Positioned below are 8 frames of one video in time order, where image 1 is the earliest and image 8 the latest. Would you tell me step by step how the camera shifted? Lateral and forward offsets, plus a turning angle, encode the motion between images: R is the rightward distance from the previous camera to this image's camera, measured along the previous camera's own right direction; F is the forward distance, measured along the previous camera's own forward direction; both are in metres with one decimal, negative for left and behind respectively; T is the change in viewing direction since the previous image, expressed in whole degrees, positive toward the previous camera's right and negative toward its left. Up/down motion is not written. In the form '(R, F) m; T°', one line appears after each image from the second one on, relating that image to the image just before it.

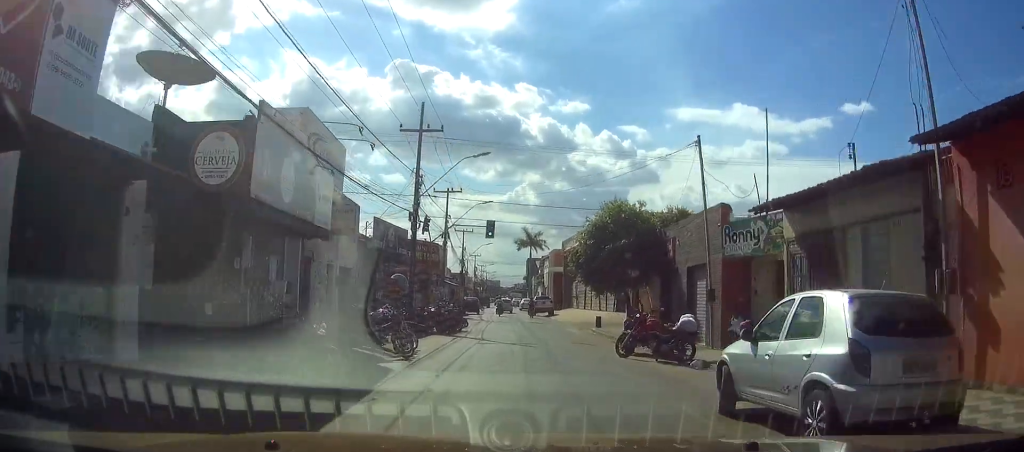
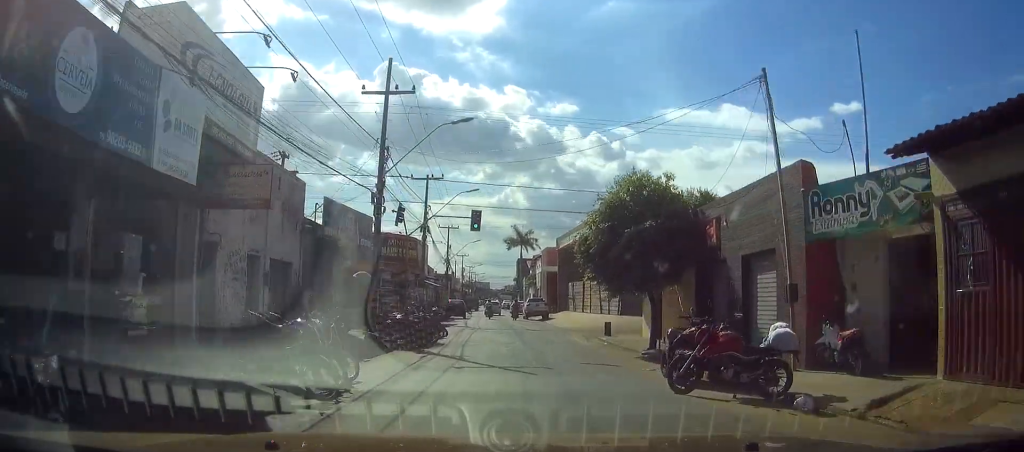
(+0.1, +6.1) m; +1°
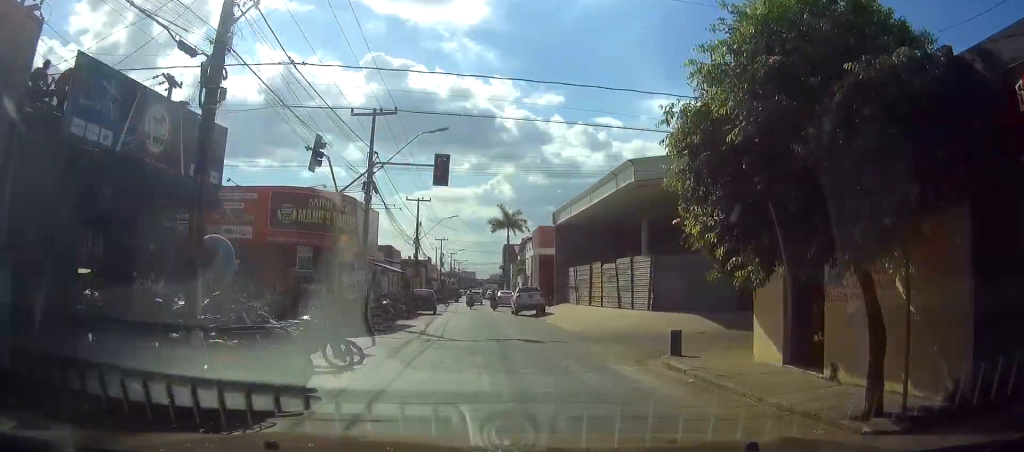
(+0.1, +13.1) m; 0°
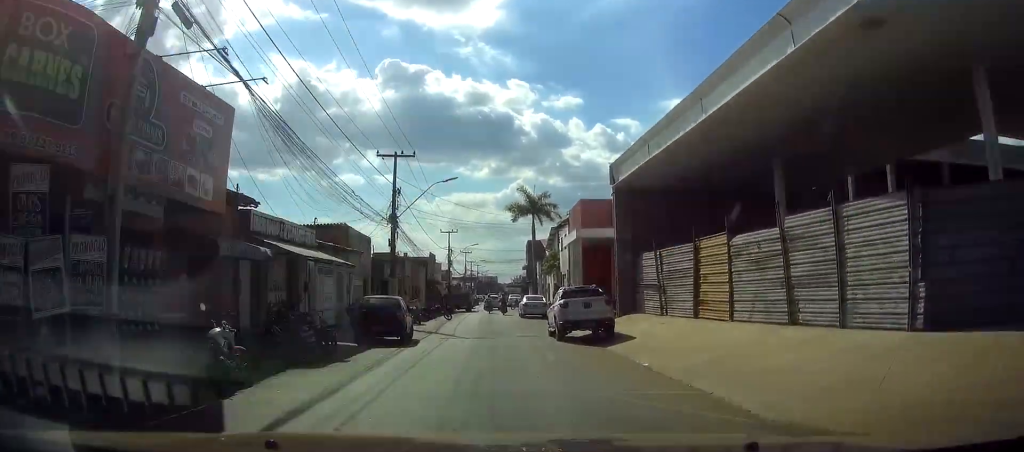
(-0.2, +19.8) m; -1°
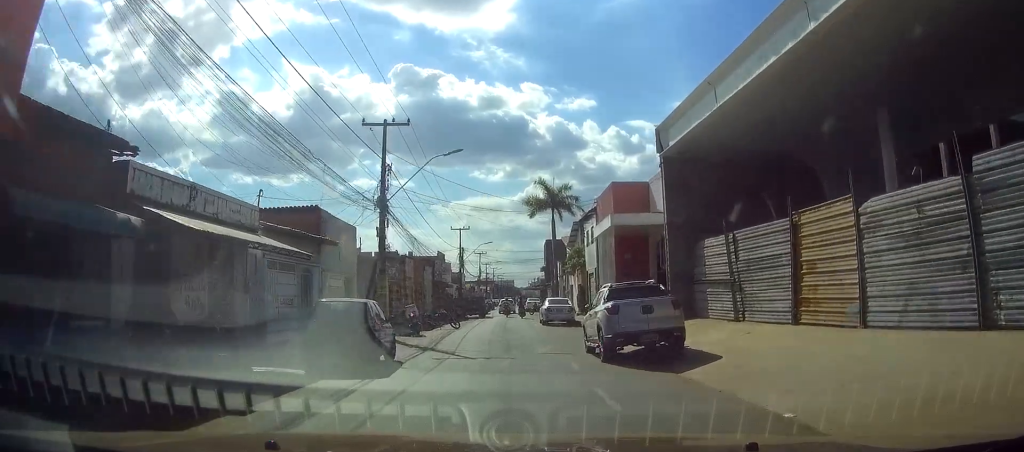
(0.0, +7.0) m; 0°
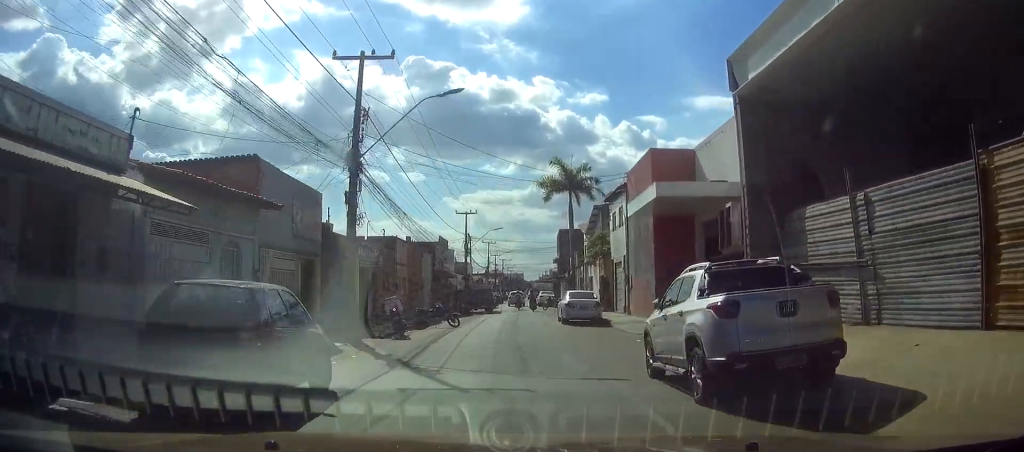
(+0.1, +7.0) m; +1°
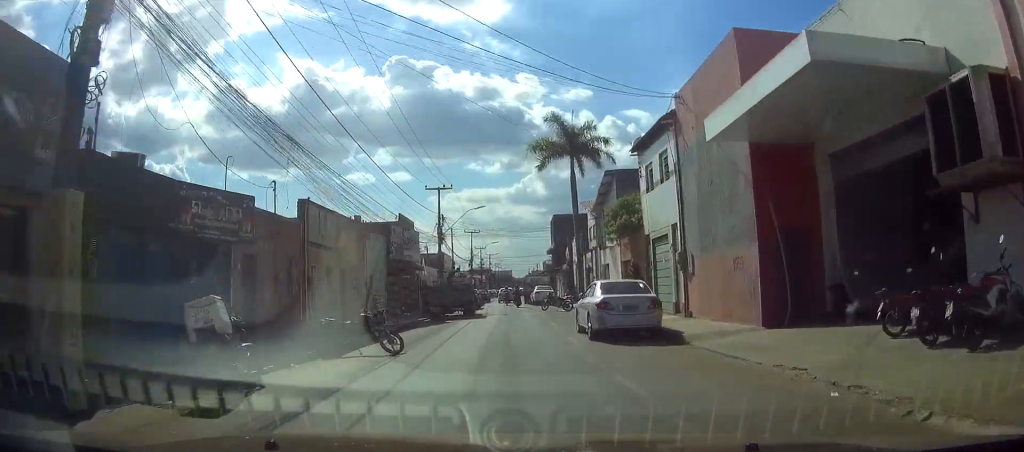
(+0.1, +13.2) m; +1°
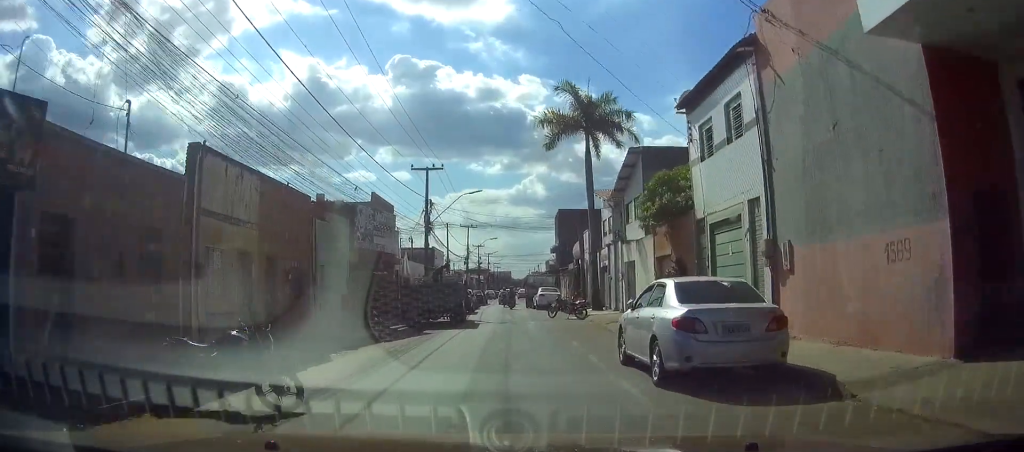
(0.0, +7.3) m; 0°
